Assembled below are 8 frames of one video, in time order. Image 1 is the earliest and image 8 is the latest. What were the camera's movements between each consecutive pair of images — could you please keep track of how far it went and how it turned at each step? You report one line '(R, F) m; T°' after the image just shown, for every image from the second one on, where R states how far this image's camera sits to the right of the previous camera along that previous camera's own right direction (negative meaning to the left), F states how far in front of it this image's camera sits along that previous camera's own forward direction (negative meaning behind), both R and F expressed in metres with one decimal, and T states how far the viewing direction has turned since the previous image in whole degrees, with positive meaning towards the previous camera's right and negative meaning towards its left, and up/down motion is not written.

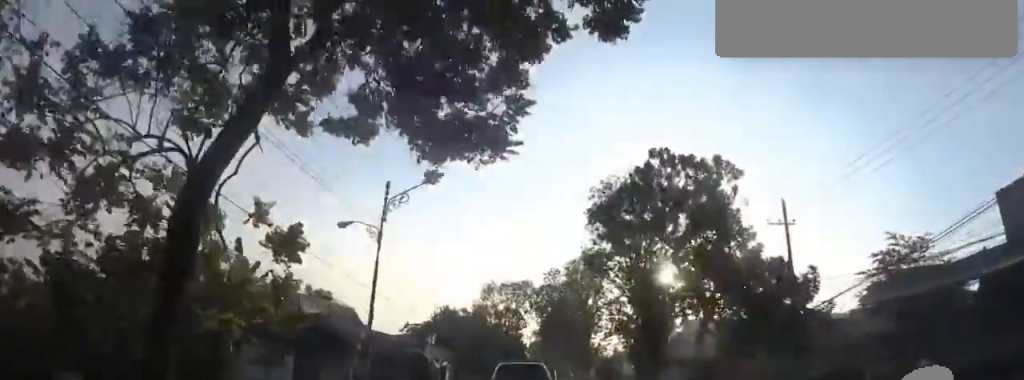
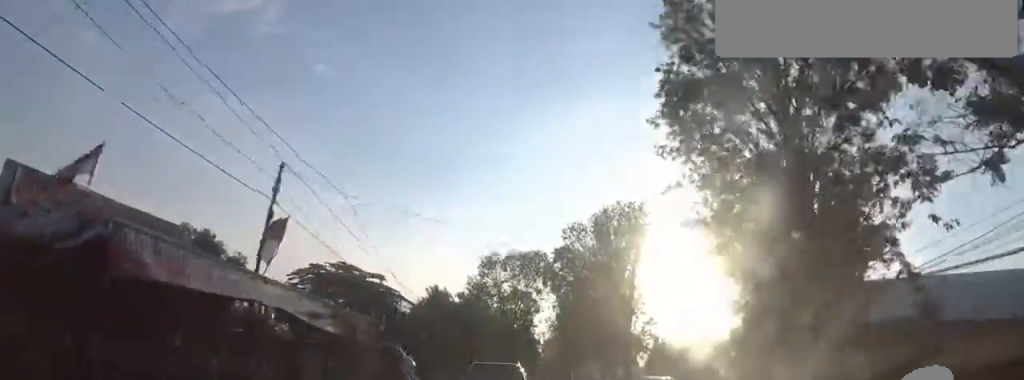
(-1.3, +20.0) m; -2°
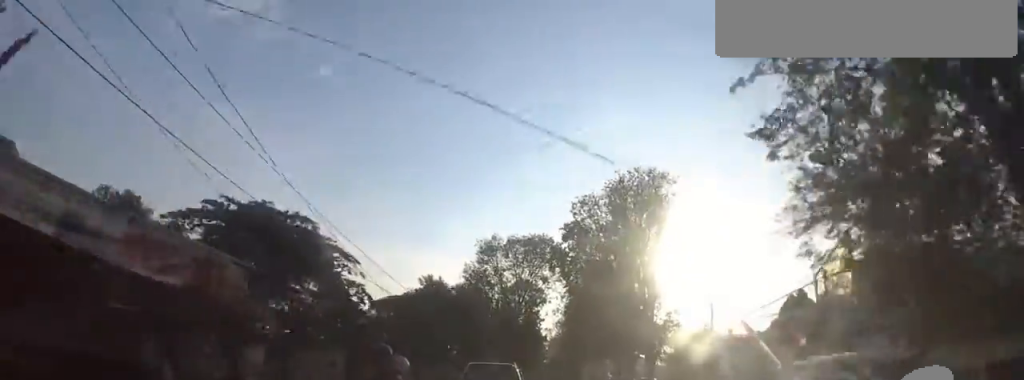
(+0.7, +6.8) m; -1°
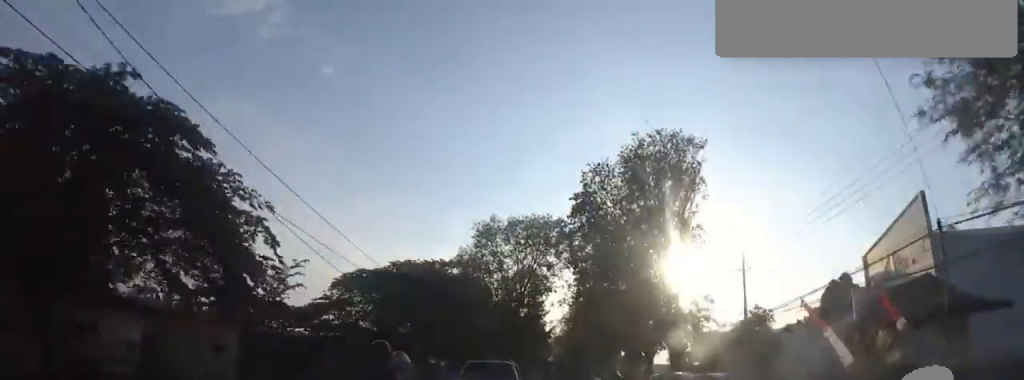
(+0.2, +5.9) m; 0°
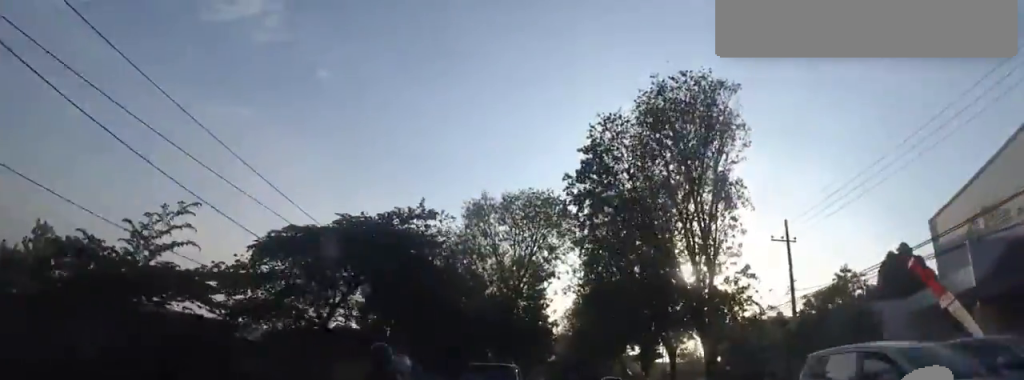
(-0.8, +6.6) m; 0°
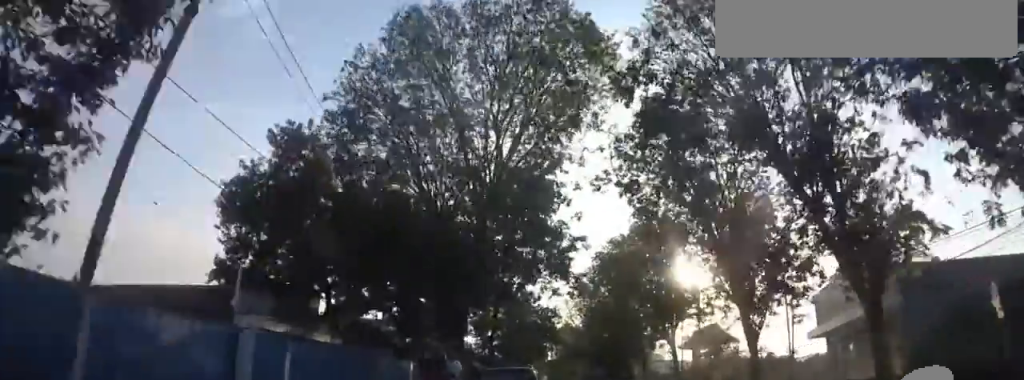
(+0.2, +23.4) m; -2°
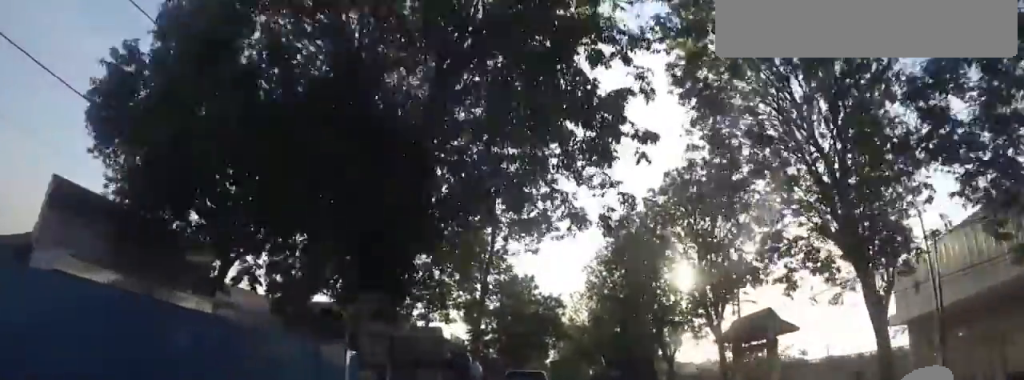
(-0.3, +9.3) m; 0°
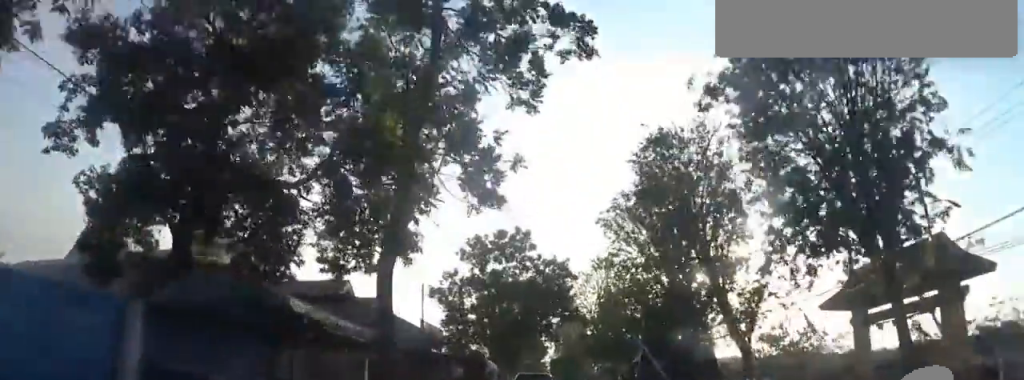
(+0.6, +15.6) m; +1°
